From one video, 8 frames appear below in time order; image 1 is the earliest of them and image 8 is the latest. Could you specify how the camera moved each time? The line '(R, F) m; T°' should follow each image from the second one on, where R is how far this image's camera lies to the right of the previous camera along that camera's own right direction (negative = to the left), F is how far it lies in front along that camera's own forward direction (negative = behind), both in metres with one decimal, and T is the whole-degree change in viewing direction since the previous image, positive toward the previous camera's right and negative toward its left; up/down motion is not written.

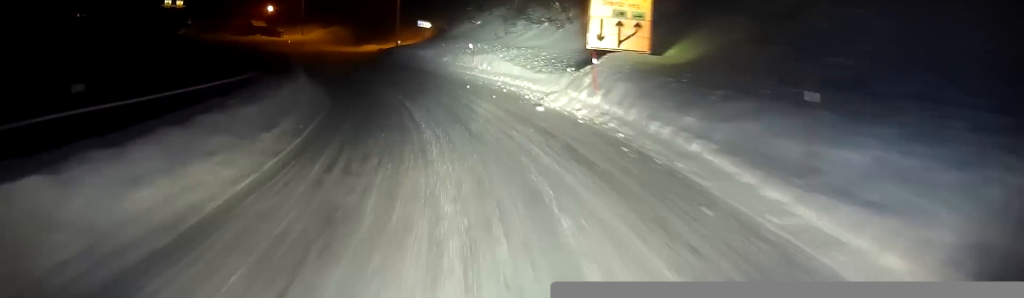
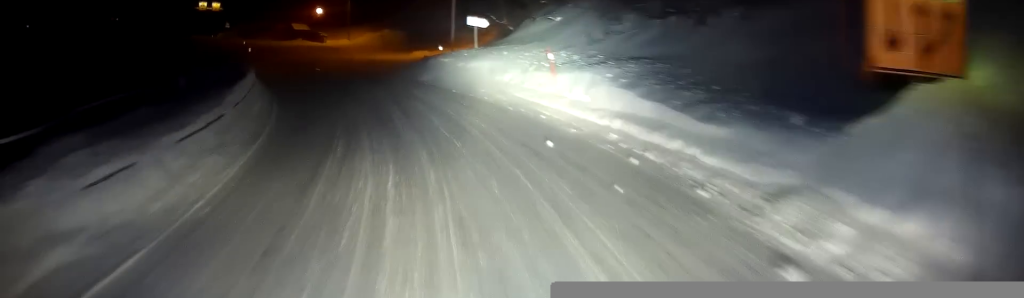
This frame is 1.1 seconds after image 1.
(-0.9, +11.9) m; -8°
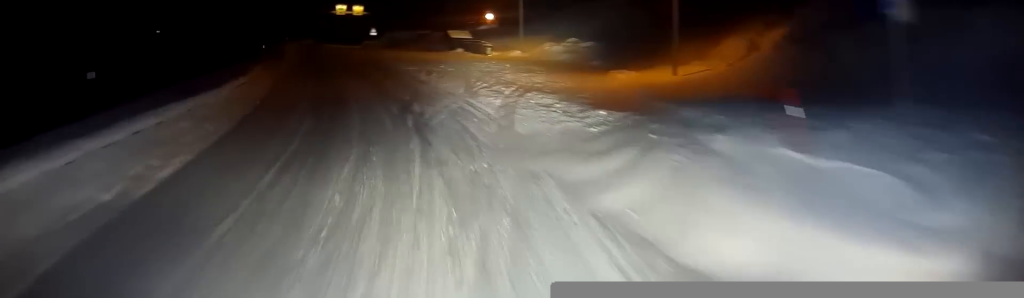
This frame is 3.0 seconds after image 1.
(-3.1, +18.7) m; -20°
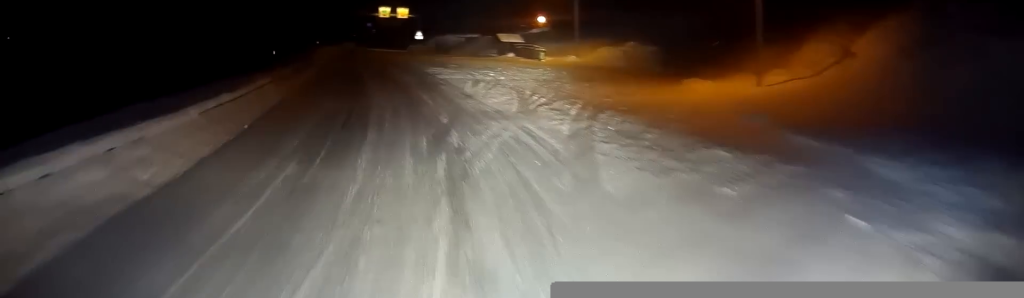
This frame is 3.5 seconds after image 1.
(-0.4, +5.0) m; -4°
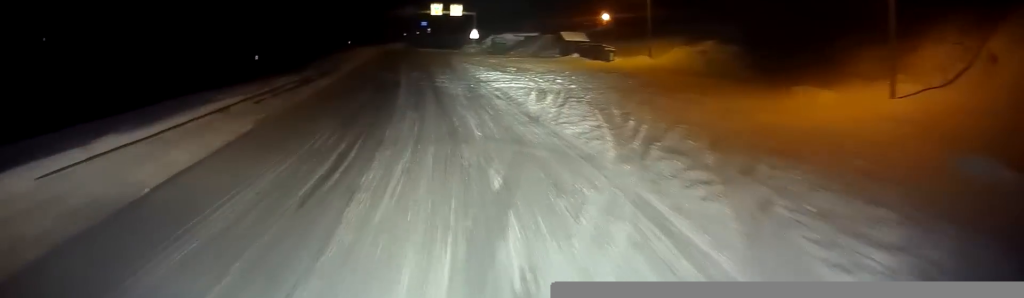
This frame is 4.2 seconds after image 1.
(0.0, +6.8) m; -1°
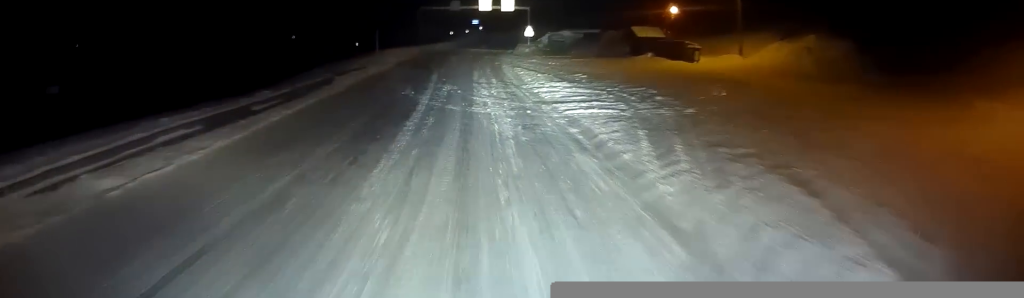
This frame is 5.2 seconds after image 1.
(-0.1, +10.6) m; -2°
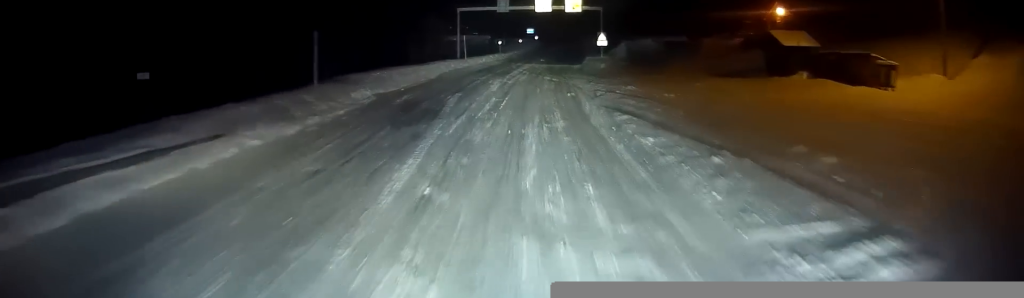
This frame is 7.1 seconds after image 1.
(-0.7, +20.4) m; -2°
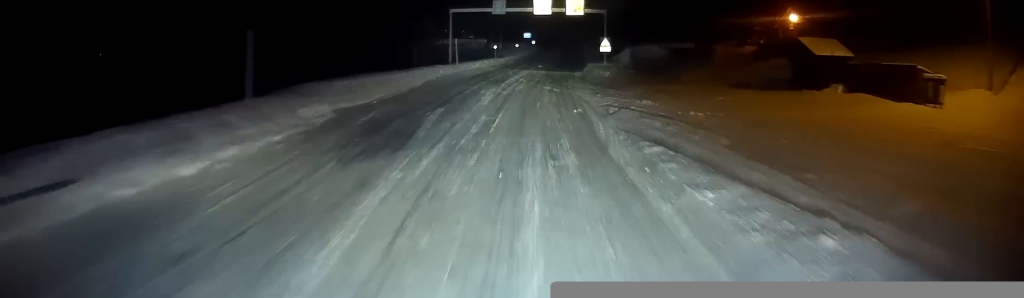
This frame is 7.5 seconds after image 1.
(0.0, +4.3) m; 0°
